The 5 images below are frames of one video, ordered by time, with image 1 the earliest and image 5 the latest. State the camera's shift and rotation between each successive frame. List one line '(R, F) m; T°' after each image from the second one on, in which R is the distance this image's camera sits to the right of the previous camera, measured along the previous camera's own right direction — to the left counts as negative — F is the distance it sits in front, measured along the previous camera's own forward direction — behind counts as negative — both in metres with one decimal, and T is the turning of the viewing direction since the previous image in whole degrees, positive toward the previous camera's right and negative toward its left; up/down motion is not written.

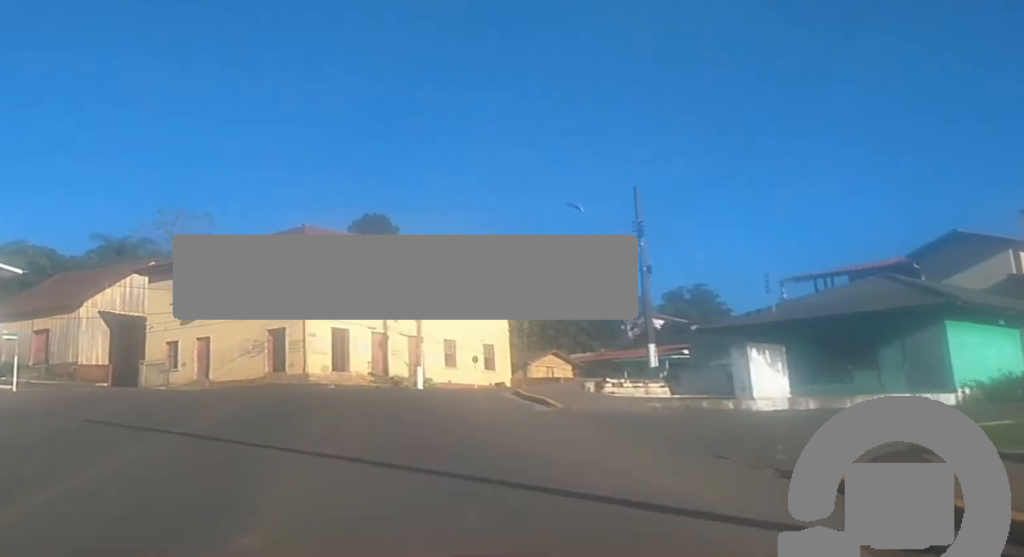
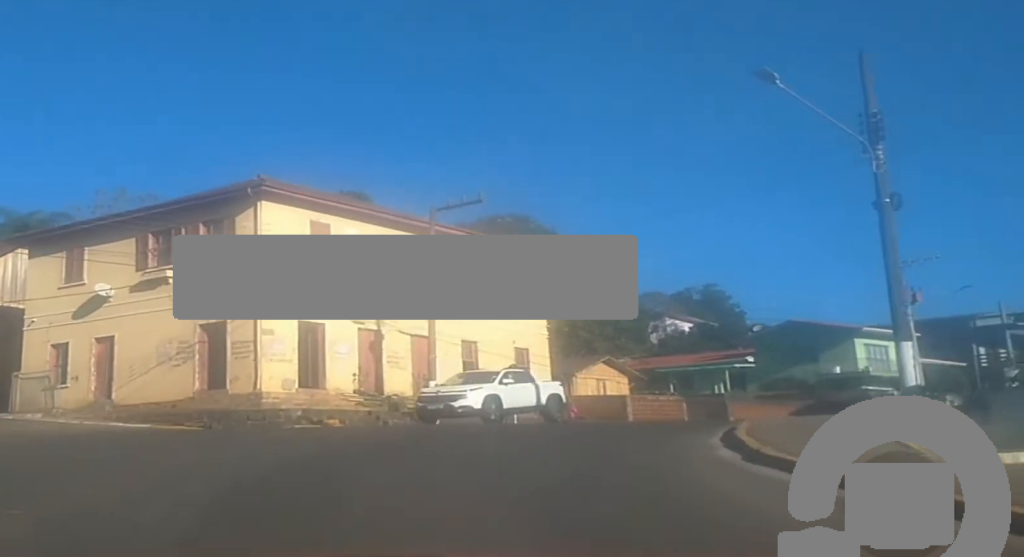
(-0.3, +17.5) m; +1°
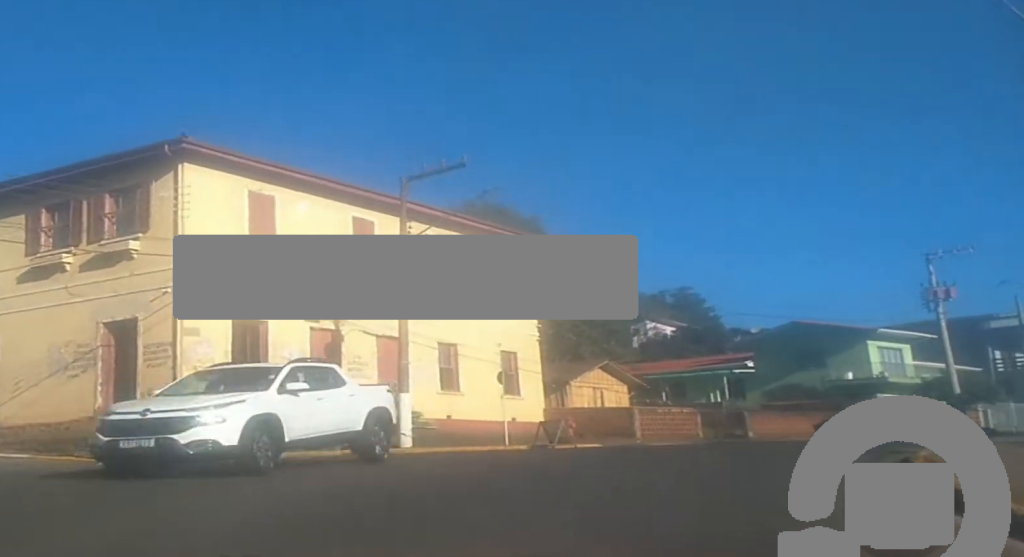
(+0.1, +7.0) m; +3°
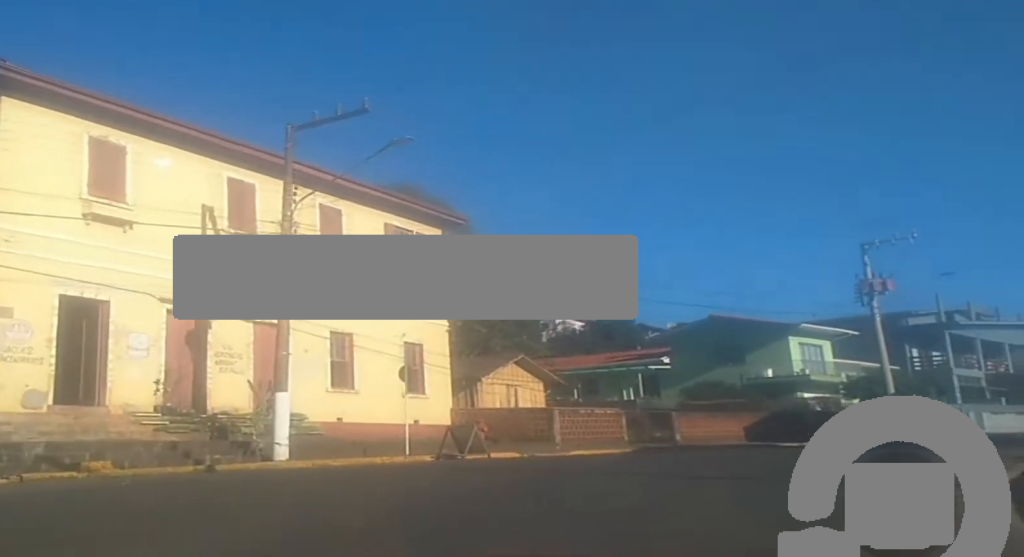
(+0.2, +5.3) m; +4°
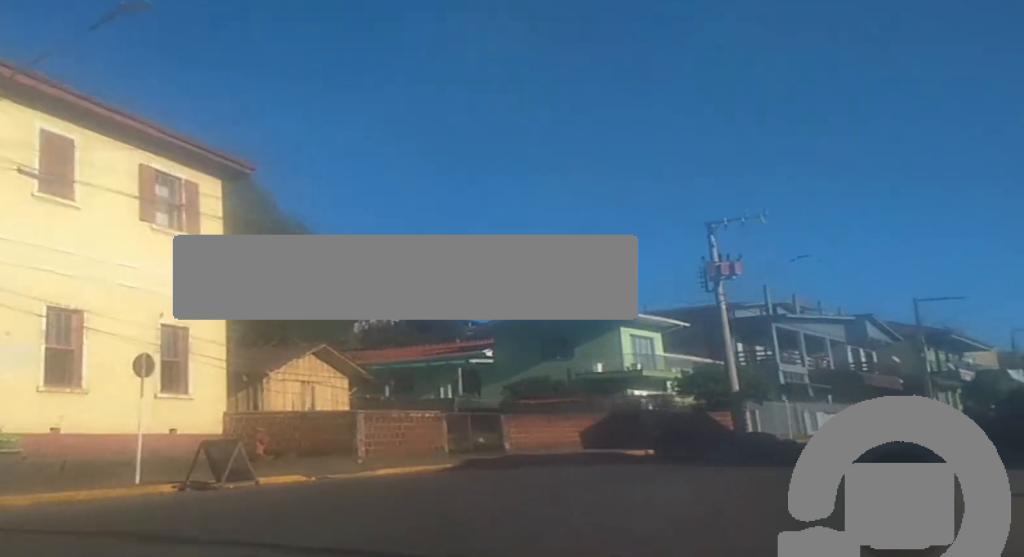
(+0.1, +7.0) m; +7°
